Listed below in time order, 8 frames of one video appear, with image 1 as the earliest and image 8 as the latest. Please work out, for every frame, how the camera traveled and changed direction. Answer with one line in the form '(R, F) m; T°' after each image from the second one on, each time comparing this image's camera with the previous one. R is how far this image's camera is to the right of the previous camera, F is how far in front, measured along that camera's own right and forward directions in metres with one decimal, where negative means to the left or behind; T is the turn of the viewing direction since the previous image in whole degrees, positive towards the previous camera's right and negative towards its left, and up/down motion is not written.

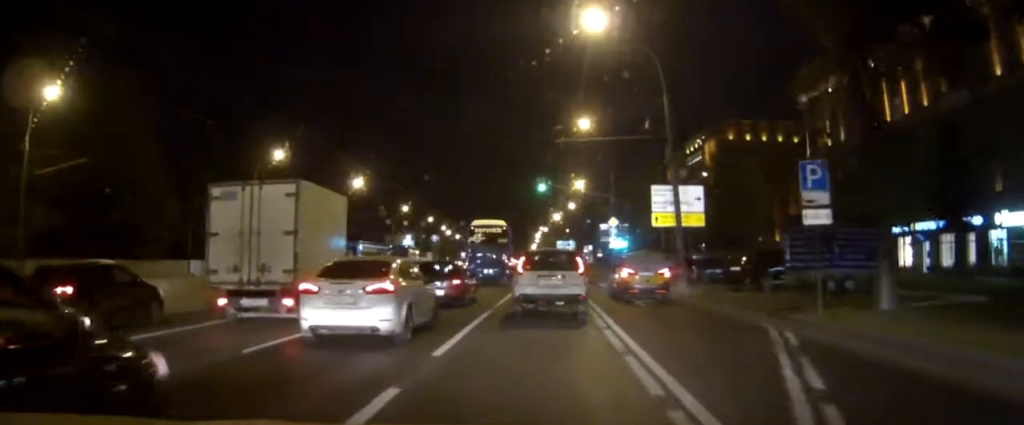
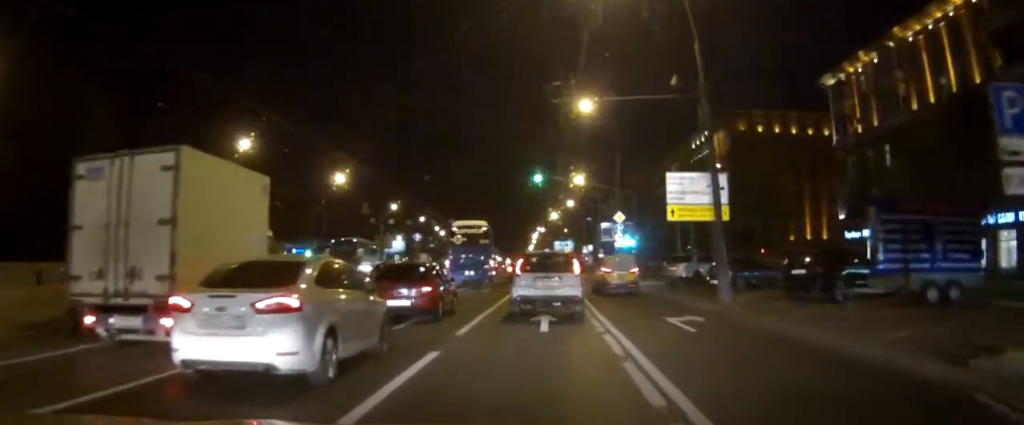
(0.0, +9.1) m; 0°
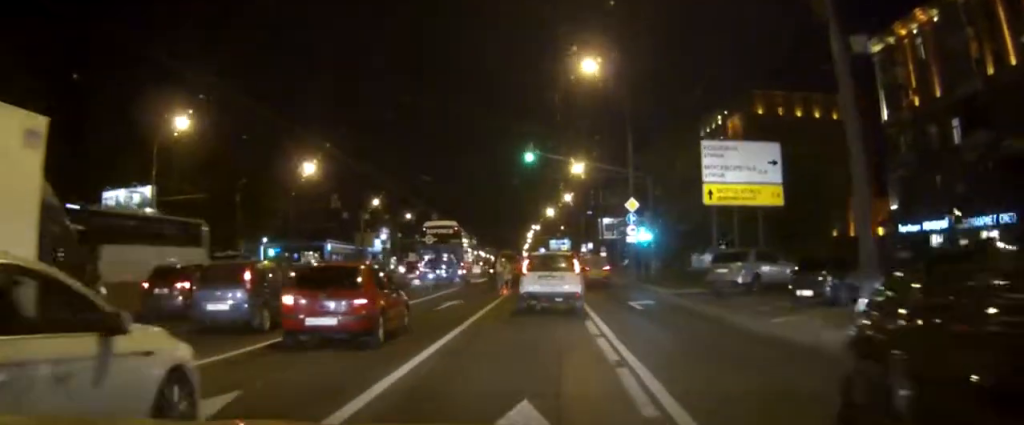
(+0.1, +11.5) m; +1°
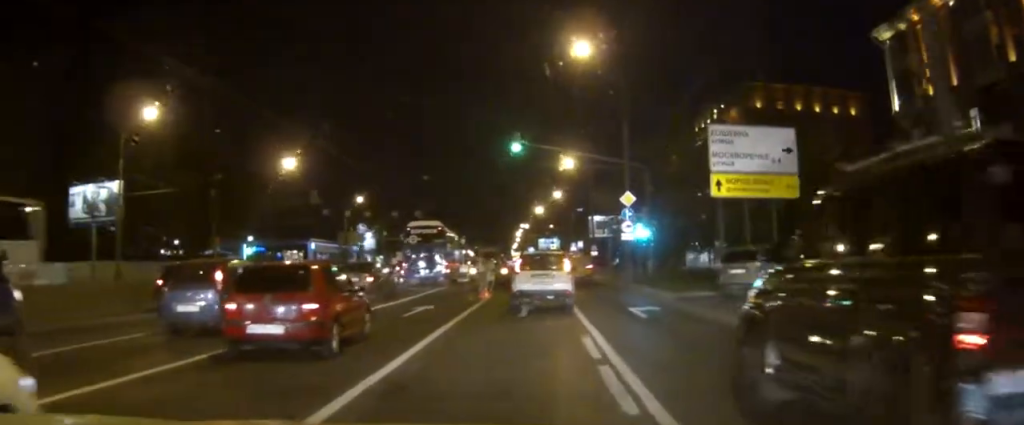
(0.0, +3.5) m; +1°
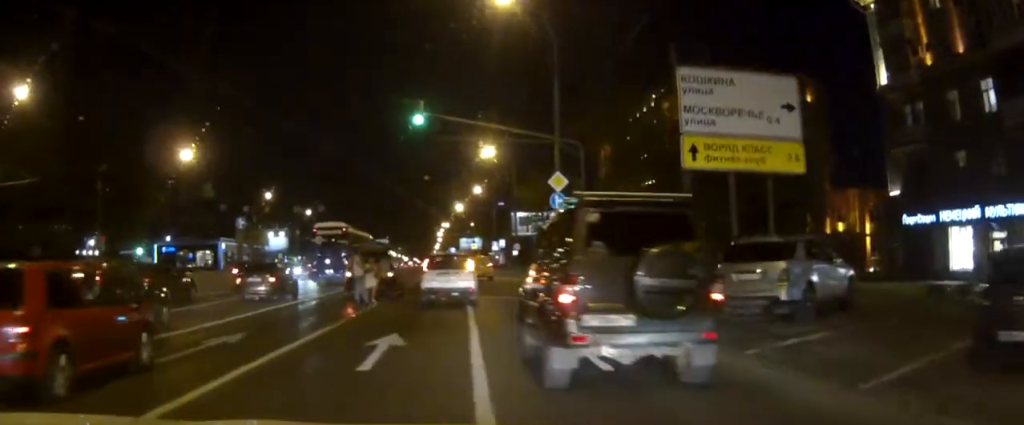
(+0.2, +8.6) m; +3°
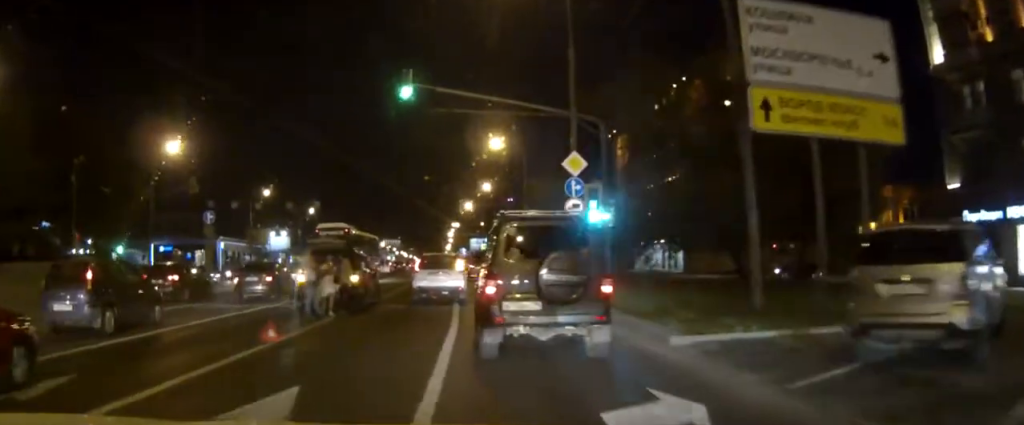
(+0.1, +6.0) m; +1°
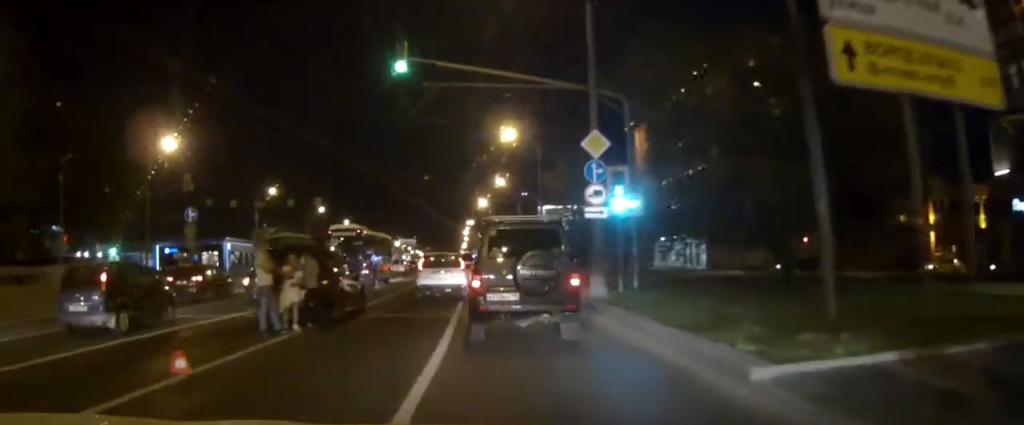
(0.0, +3.9) m; 0°
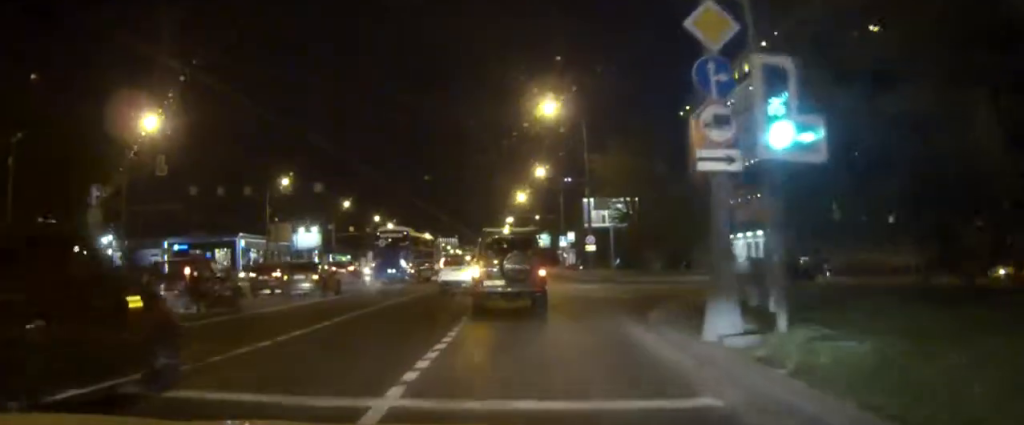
(-0.2, +12.0) m; -3°
